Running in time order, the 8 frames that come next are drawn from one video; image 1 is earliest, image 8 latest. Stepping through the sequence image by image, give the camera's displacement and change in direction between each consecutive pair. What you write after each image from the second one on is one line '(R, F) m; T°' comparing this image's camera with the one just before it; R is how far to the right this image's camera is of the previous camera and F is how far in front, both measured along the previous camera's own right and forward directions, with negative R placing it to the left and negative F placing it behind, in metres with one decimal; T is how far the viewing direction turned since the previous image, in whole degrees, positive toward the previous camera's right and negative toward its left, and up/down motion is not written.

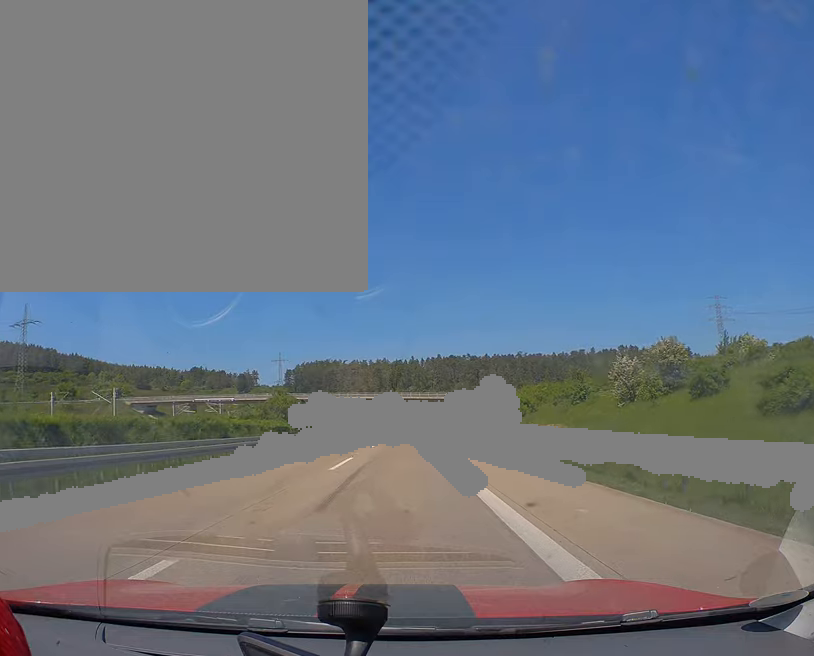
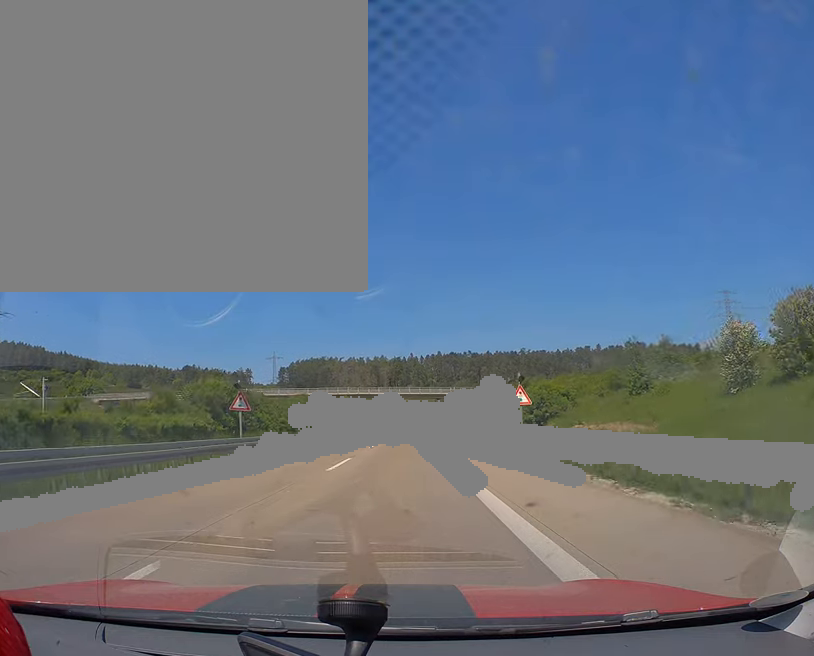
(-0.2, +17.9) m; 0°
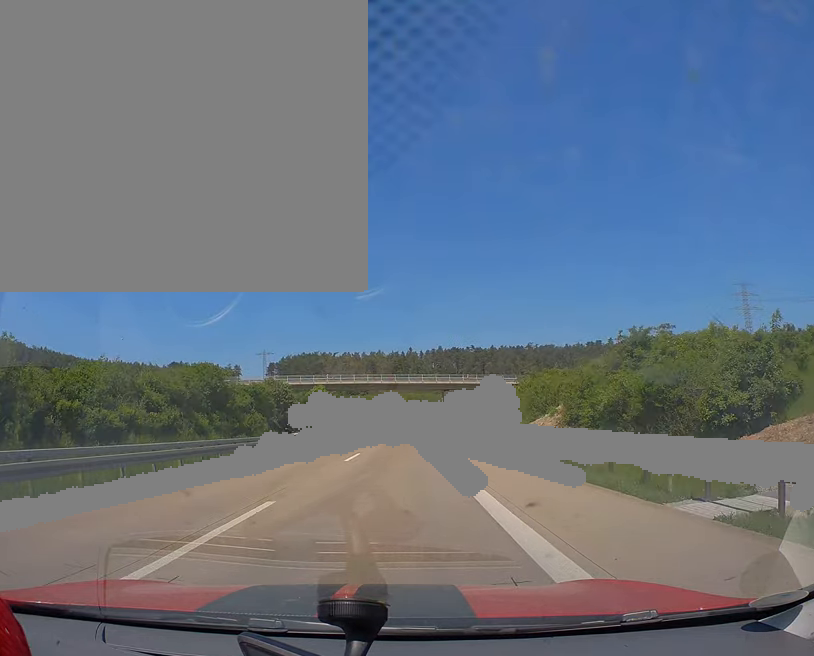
(+0.3, +30.8) m; 0°
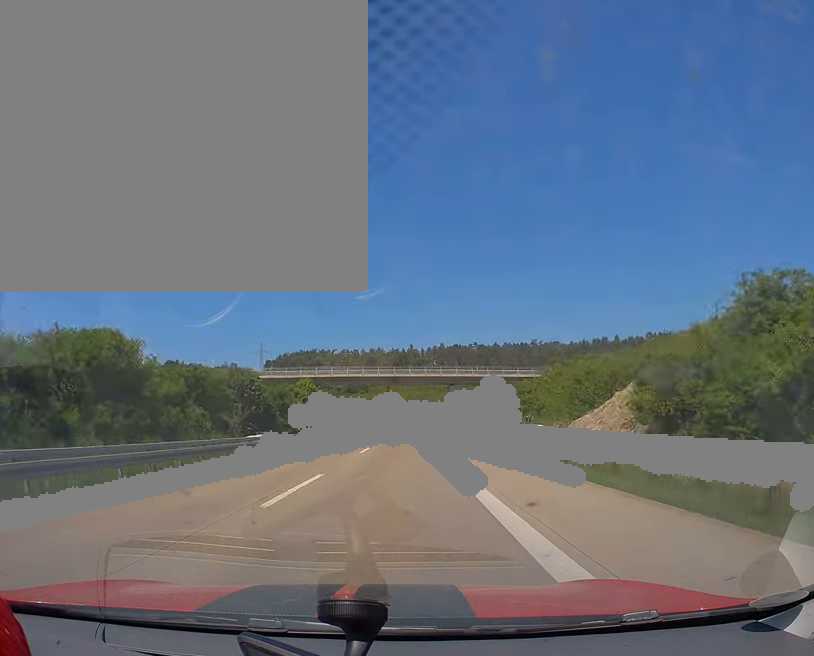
(-0.2, +12.2) m; 0°
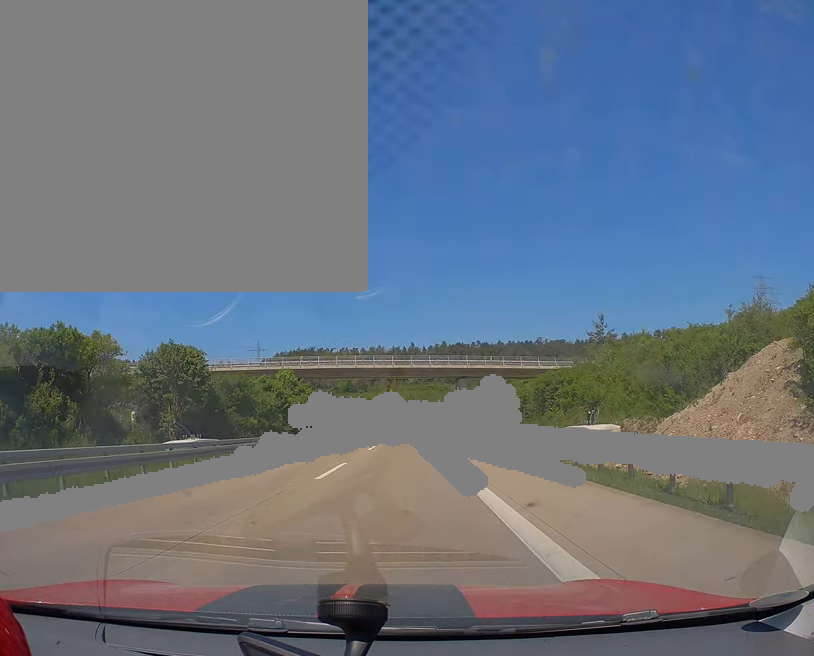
(-0.2, +13.0) m; 0°
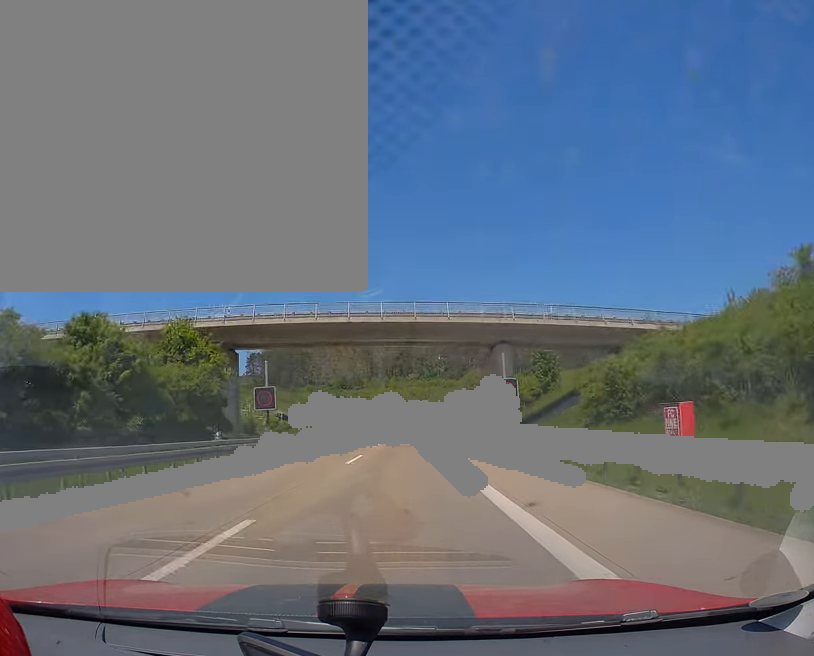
(+0.2, +30.3) m; 0°
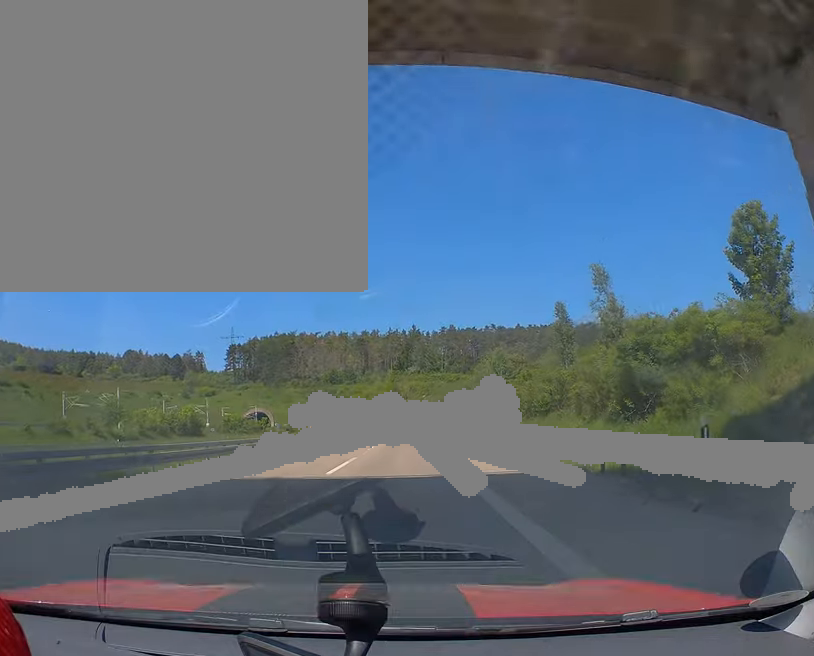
(-0.3, +39.4) m; 0°
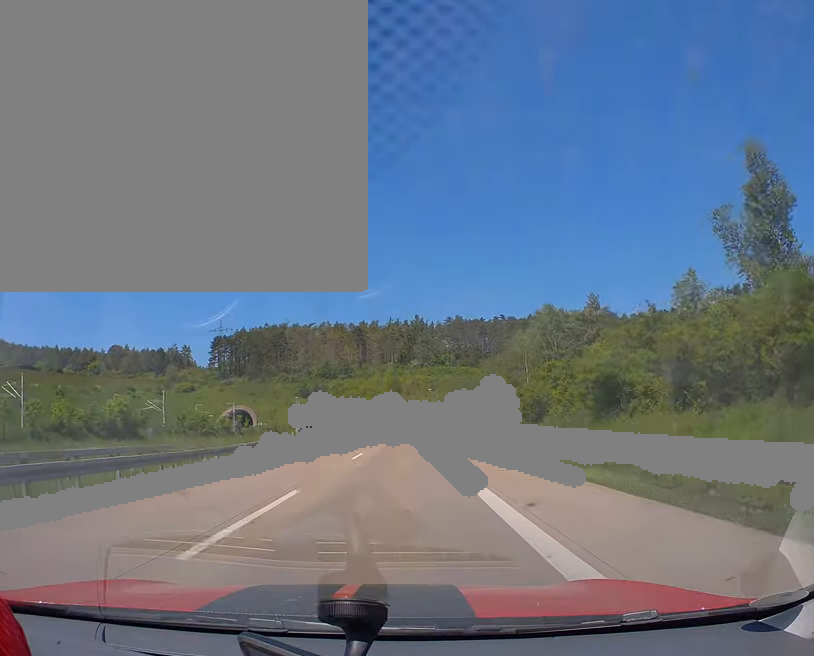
(+0.2, +28.2) m; 0°
